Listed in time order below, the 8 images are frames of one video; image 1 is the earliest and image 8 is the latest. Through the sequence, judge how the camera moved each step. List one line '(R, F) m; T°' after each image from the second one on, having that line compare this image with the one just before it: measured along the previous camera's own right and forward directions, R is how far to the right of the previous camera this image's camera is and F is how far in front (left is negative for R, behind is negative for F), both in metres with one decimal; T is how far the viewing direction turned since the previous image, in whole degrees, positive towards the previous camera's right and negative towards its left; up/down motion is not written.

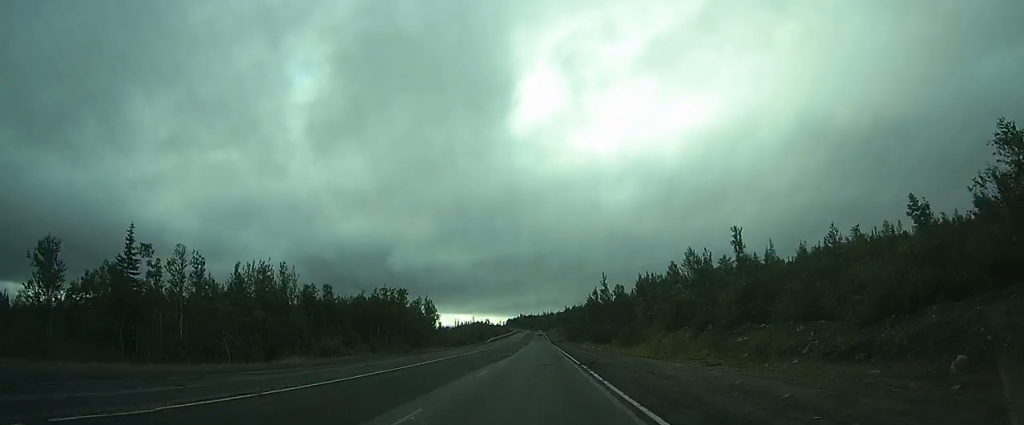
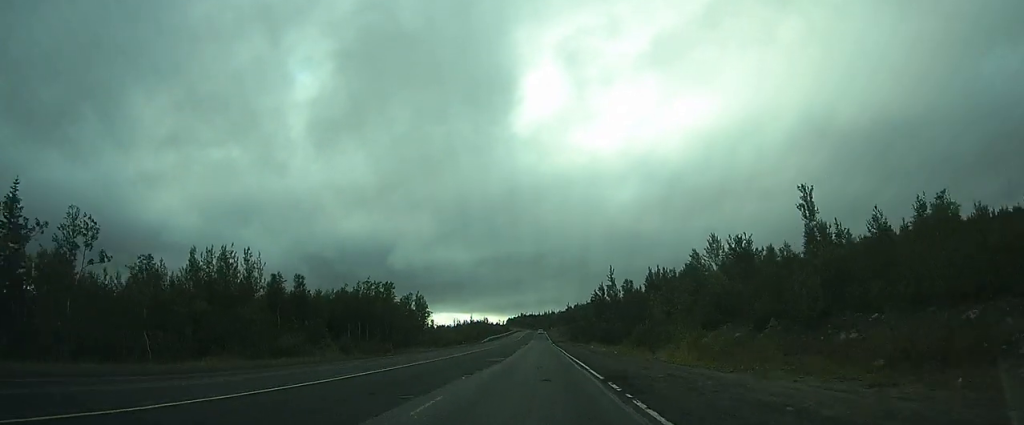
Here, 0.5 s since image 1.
(0.0, +9.9) m; 0°
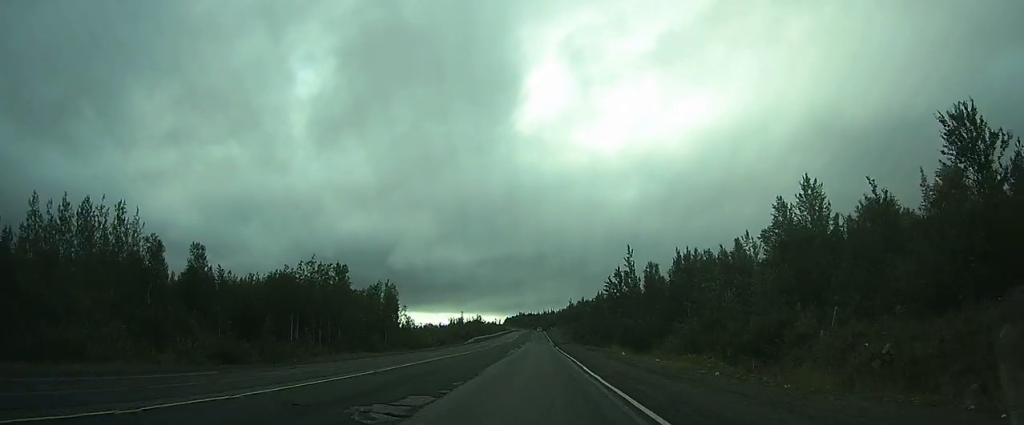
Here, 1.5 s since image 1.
(+0.1, +22.2) m; +1°
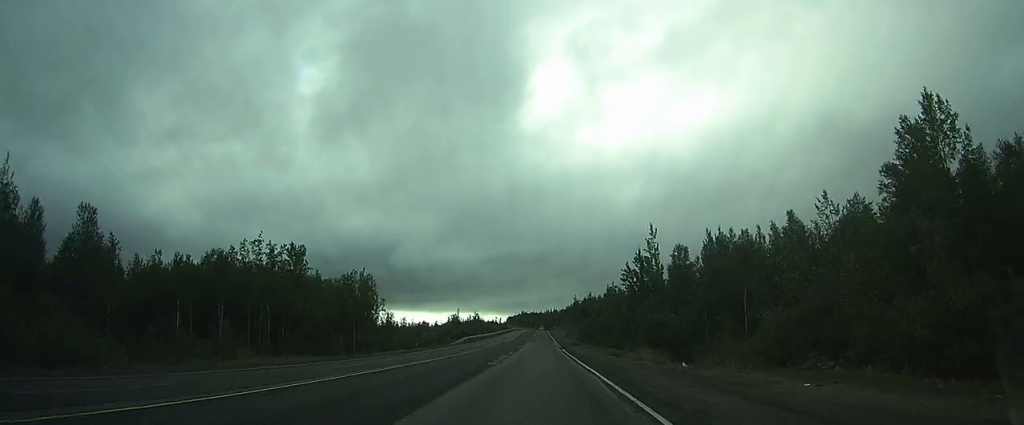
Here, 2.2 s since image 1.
(+0.1, +14.4) m; 0°
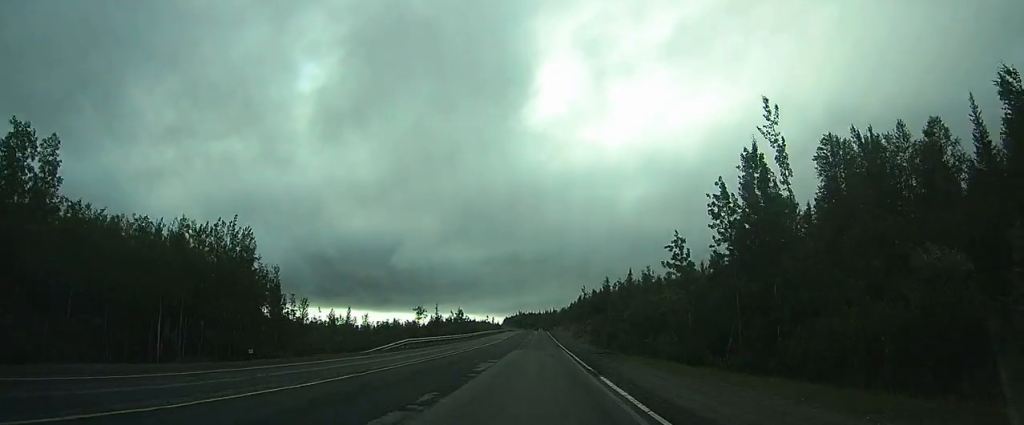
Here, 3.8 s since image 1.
(+0.1, +34.8) m; 0°
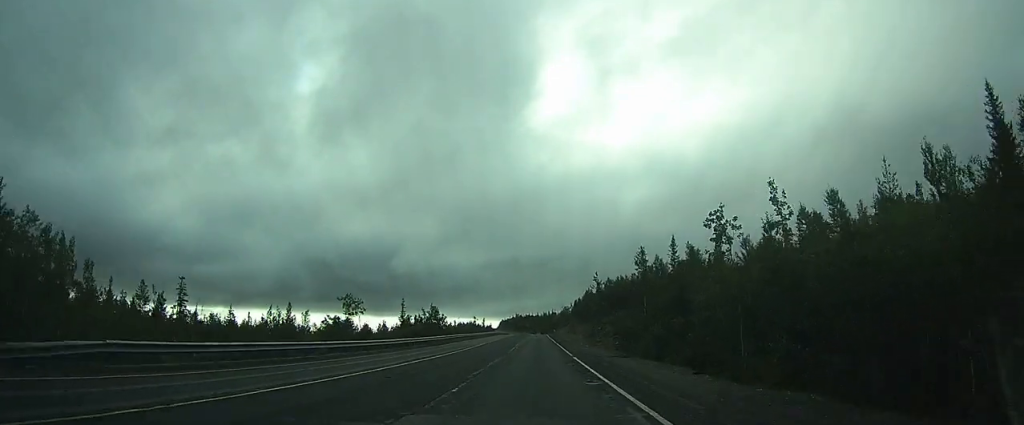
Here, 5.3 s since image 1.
(0.0, +33.2) m; 0°
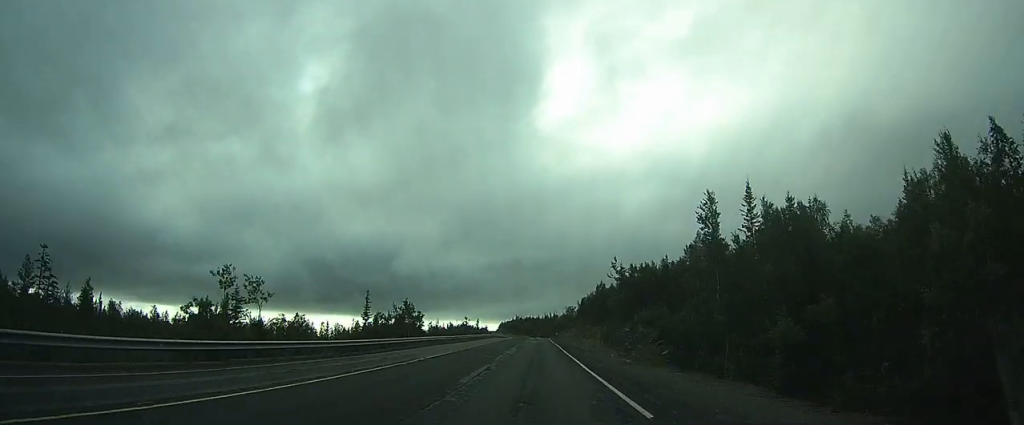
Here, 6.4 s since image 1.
(-0.1, +23.7) m; 0°
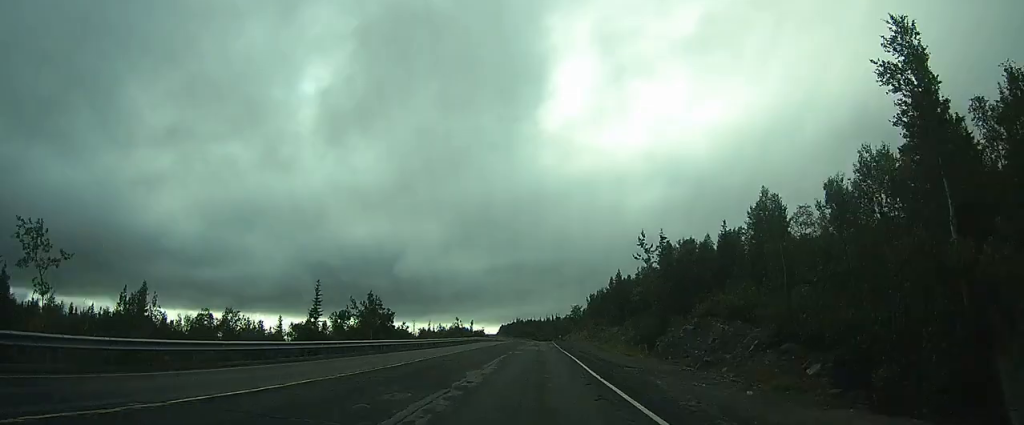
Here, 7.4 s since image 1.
(0.0, +20.6) m; 0°
